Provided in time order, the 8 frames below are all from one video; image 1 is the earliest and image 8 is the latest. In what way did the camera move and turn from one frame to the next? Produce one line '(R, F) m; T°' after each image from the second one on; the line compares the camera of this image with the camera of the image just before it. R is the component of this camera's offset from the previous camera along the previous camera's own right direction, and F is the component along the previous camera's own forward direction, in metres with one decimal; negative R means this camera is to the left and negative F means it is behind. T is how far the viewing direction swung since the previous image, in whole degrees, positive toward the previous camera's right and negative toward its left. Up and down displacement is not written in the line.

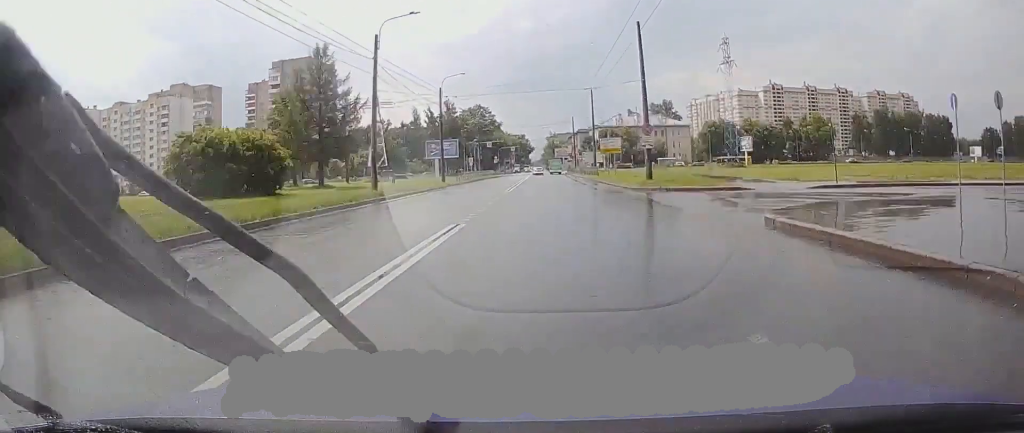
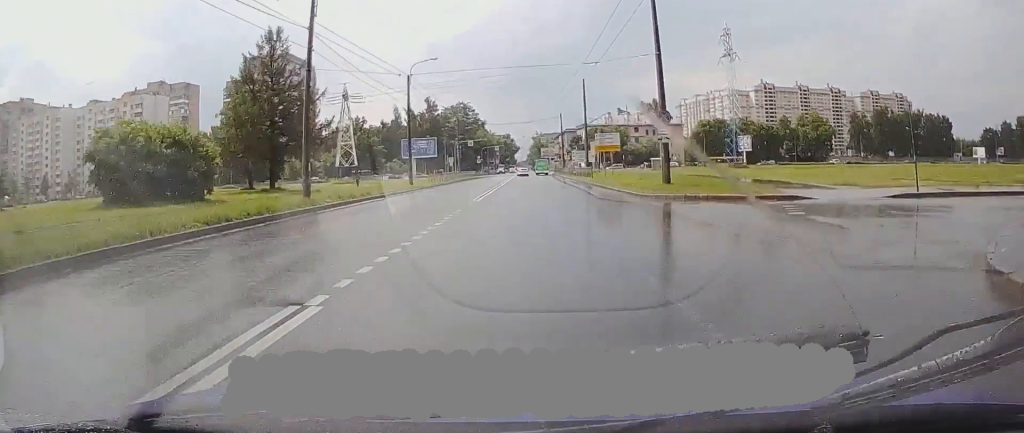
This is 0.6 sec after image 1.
(0.0, +9.0) m; 0°
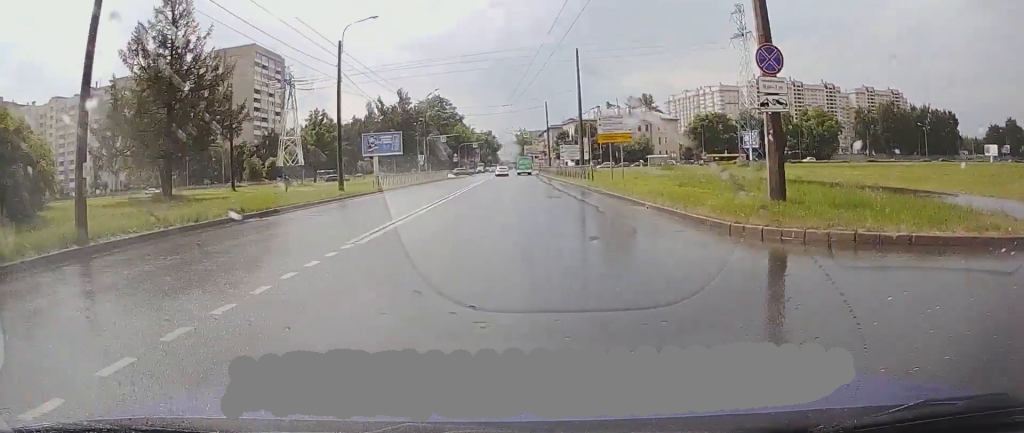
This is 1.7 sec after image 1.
(+0.3, +16.3) m; +1°
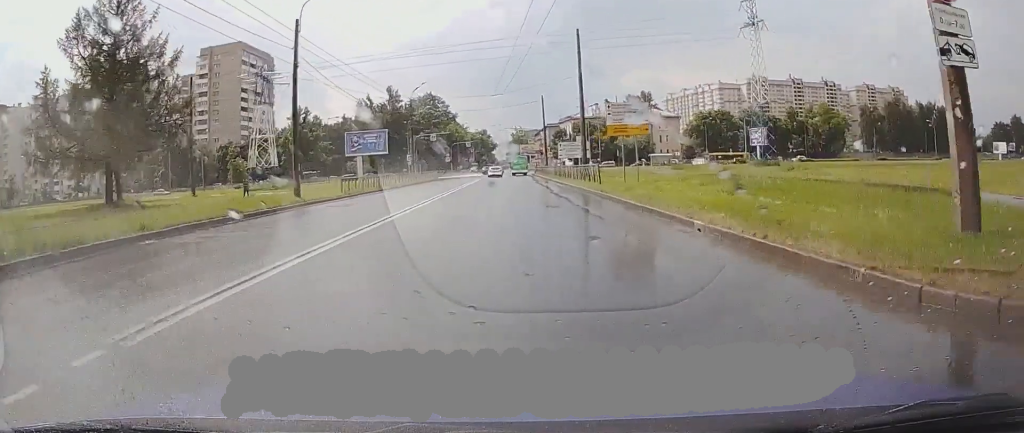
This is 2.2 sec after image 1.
(+0.1, +8.8) m; 0°
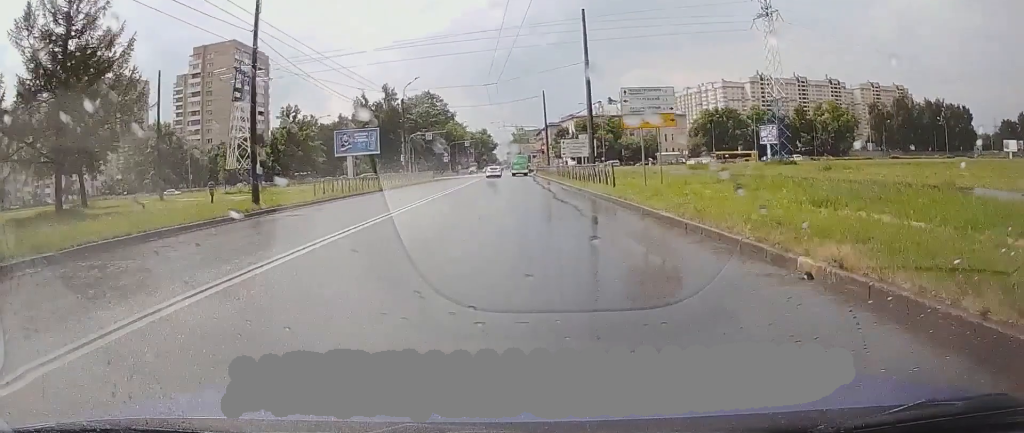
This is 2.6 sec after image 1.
(-0.1, +6.4) m; -1°
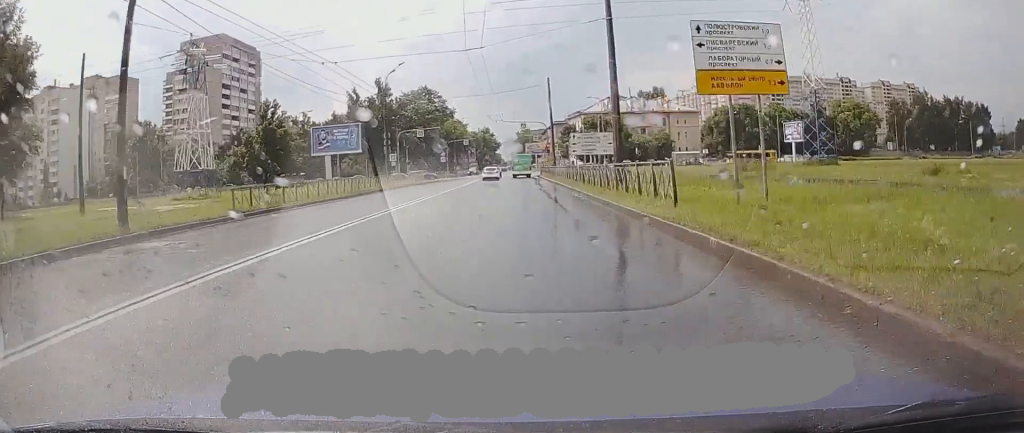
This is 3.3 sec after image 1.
(-0.1, +11.4) m; -1°
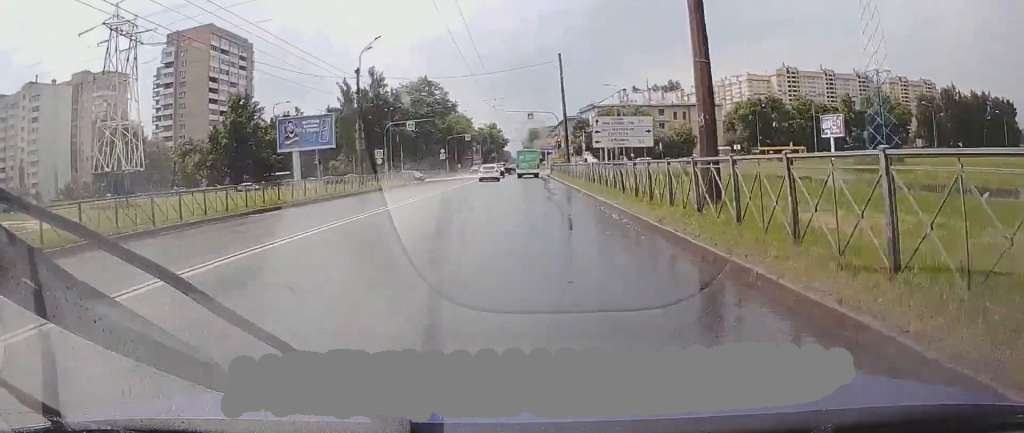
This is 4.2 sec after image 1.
(-0.2, +14.3) m; 0°
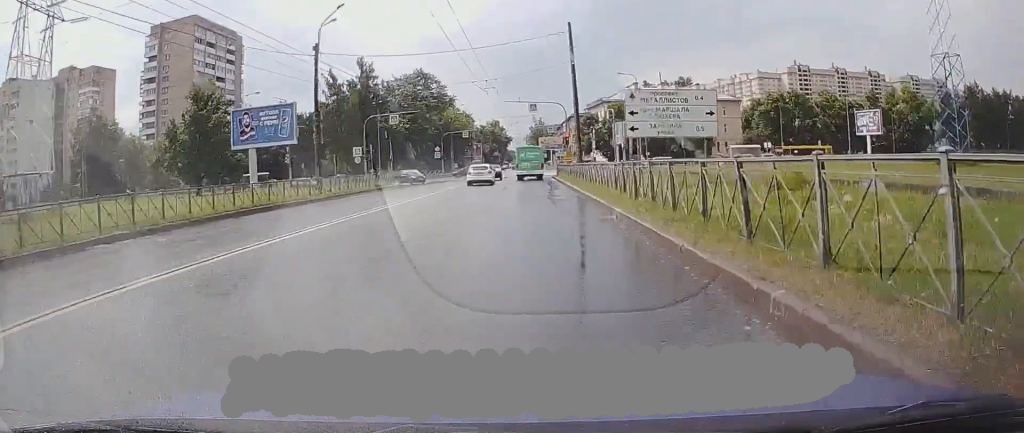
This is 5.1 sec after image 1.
(+0.1, +13.4) m; +1°
